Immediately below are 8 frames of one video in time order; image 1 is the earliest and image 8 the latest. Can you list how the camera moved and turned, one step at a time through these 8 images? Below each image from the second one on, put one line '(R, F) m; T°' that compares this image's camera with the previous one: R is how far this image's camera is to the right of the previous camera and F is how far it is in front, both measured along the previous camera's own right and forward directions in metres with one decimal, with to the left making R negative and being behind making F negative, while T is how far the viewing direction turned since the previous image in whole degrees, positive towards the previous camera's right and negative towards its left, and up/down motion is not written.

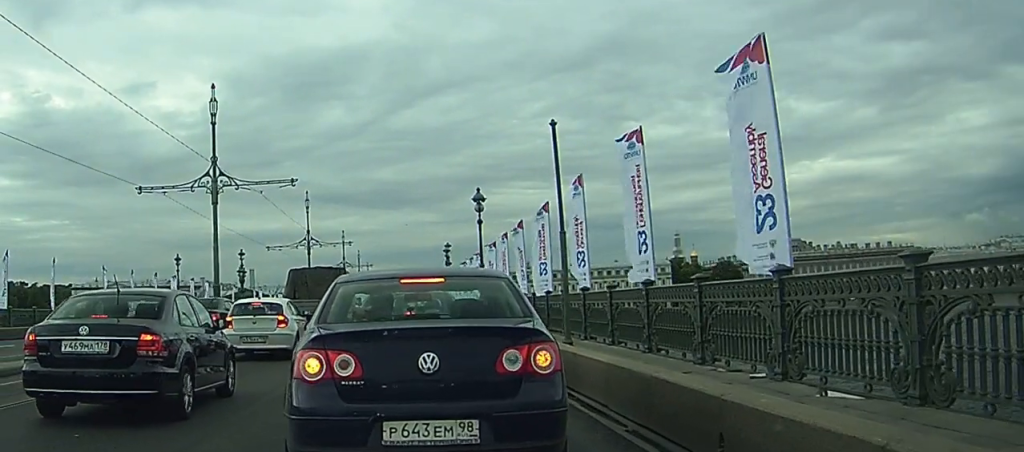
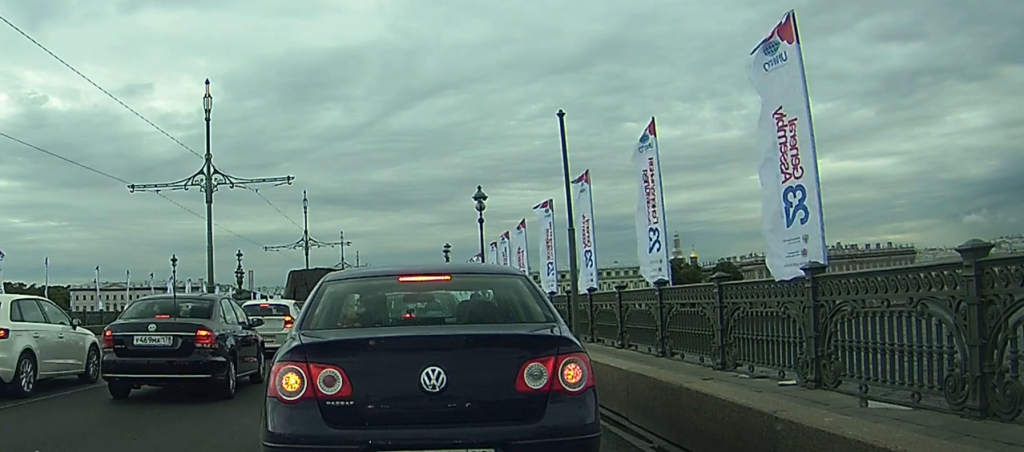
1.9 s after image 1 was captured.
(+0.1, +2.0) m; +1°
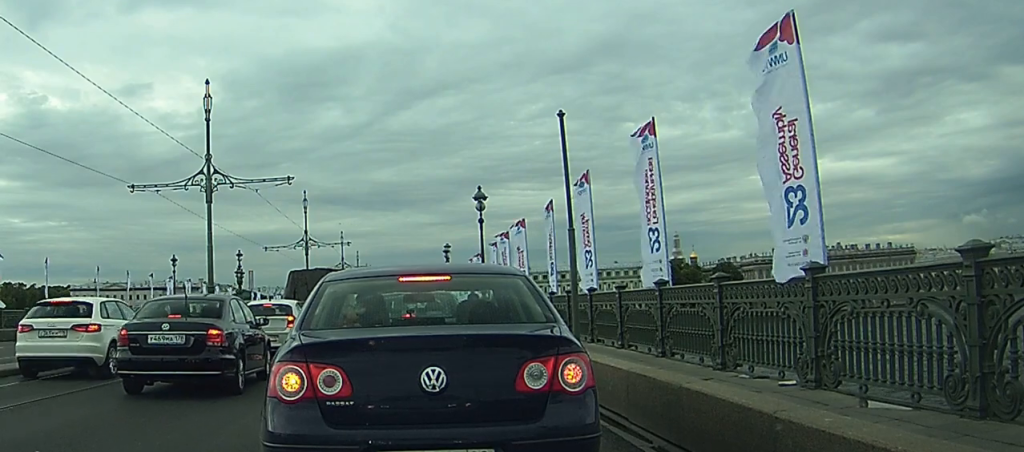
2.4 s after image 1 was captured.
(+0.1, +0.2) m; 0°
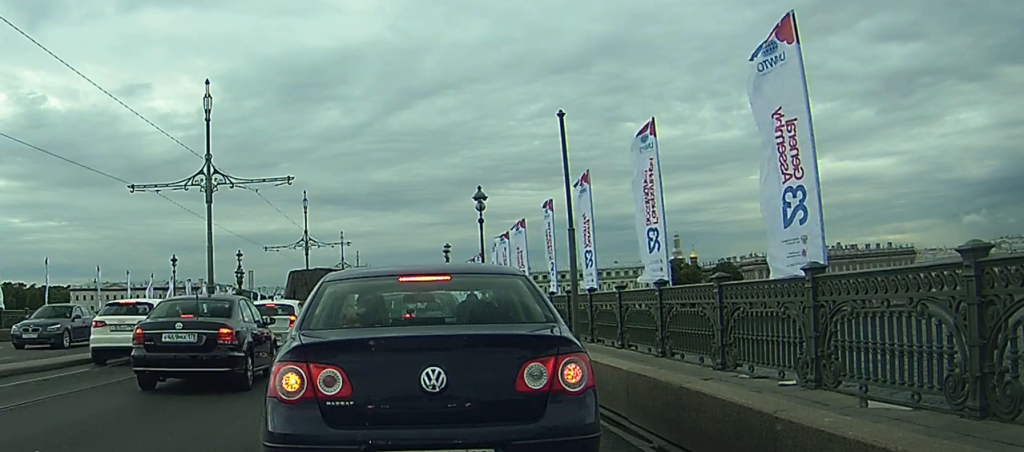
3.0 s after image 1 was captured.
(+0.1, -0.2) m; 0°
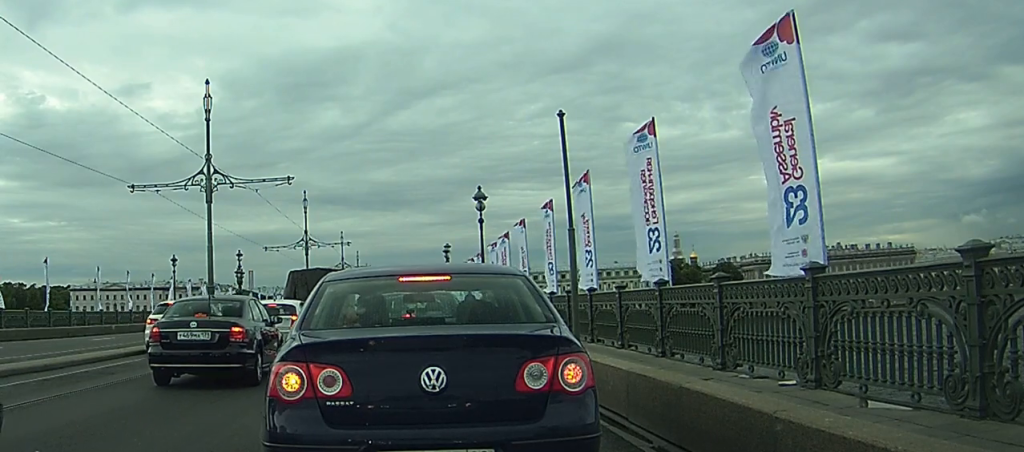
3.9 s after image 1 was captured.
(+0.1, -0.1) m; 0°
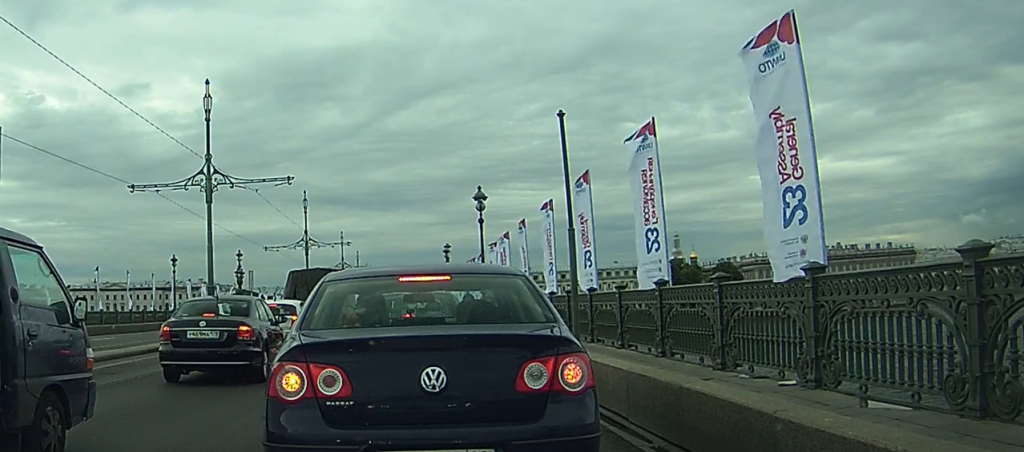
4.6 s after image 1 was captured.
(+0.1, 0.0) m; 0°
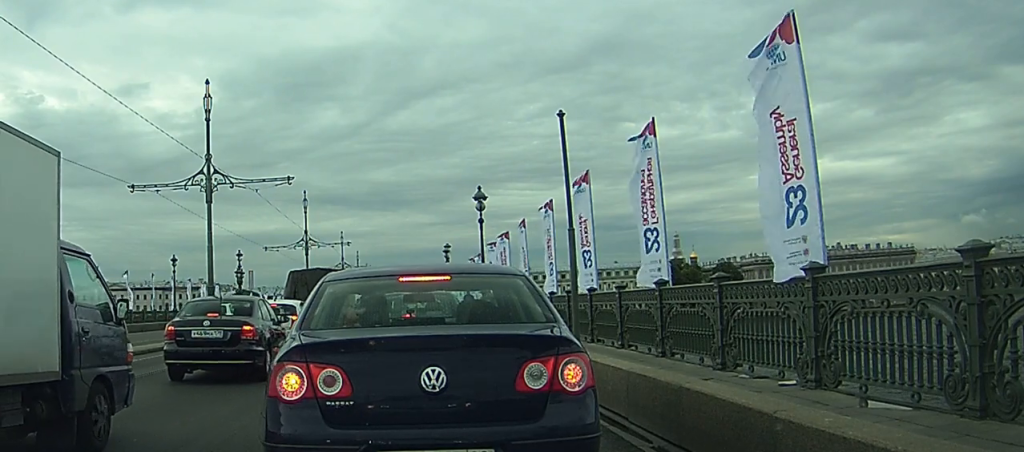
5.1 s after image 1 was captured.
(0.0, +0.1) m; 0°
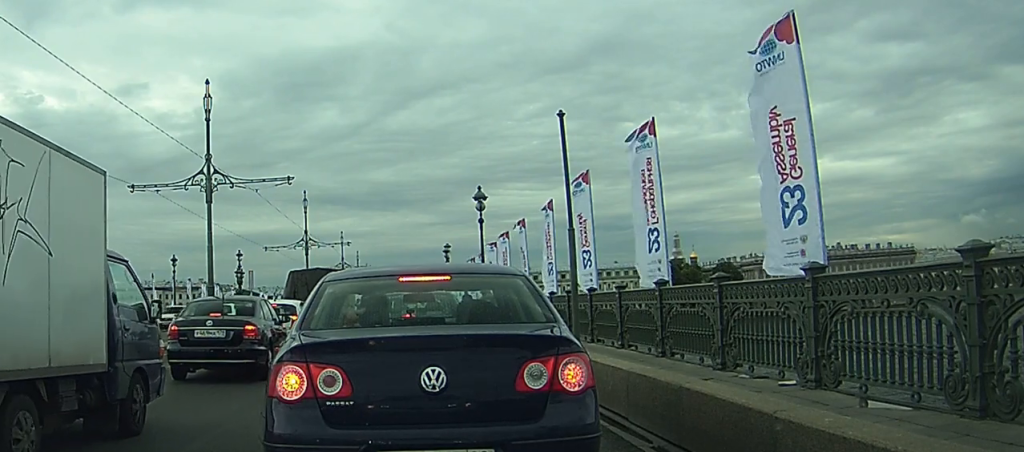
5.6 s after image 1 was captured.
(0.0, 0.0) m; 0°
